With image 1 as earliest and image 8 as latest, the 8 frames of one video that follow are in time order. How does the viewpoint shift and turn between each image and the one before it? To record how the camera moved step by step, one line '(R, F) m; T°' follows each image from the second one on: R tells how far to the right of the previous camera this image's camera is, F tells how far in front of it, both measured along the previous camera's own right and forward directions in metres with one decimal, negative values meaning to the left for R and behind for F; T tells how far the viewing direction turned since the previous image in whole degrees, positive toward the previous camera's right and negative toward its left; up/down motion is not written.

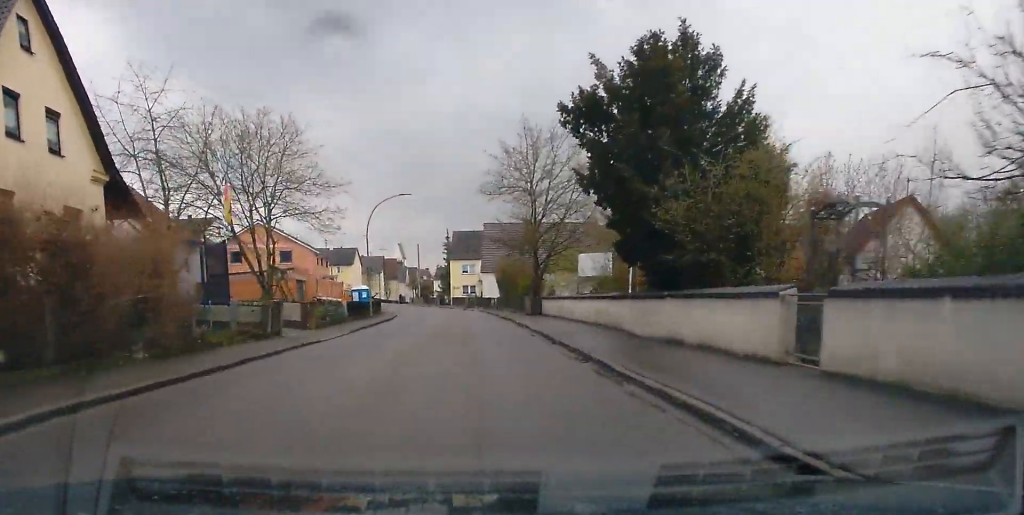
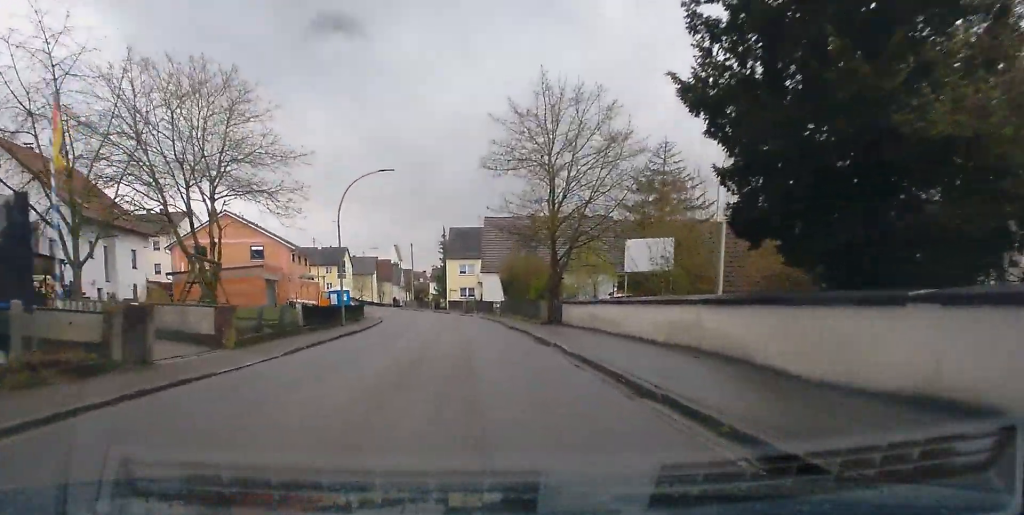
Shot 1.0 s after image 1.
(0.0, +10.9) m; 0°
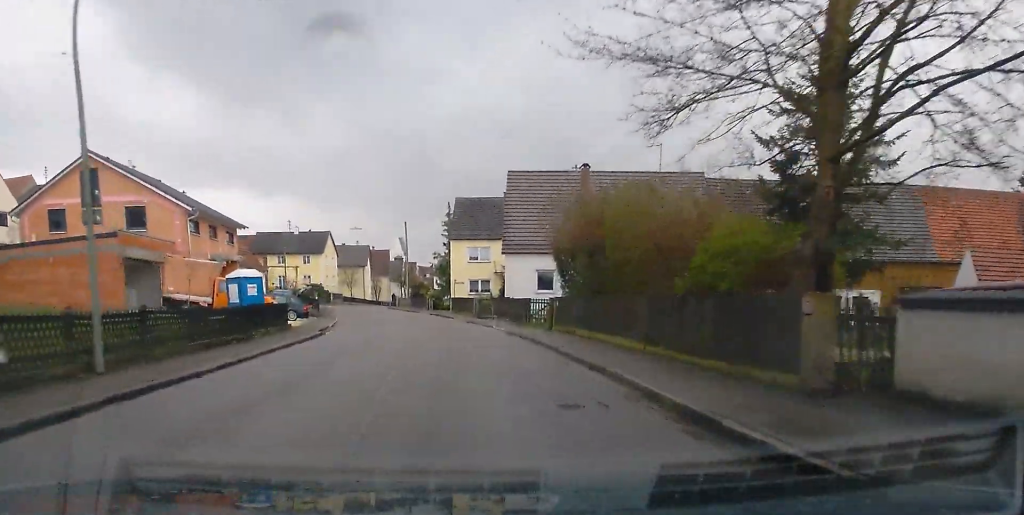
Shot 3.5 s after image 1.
(-0.4, +27.5) m; -3°
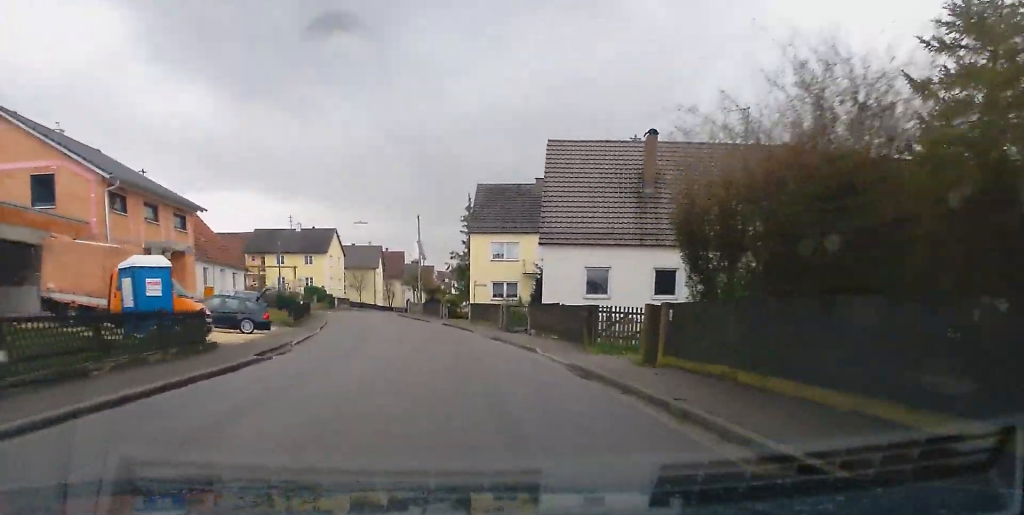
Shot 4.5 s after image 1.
(-0.2, +11.6) m; -2°
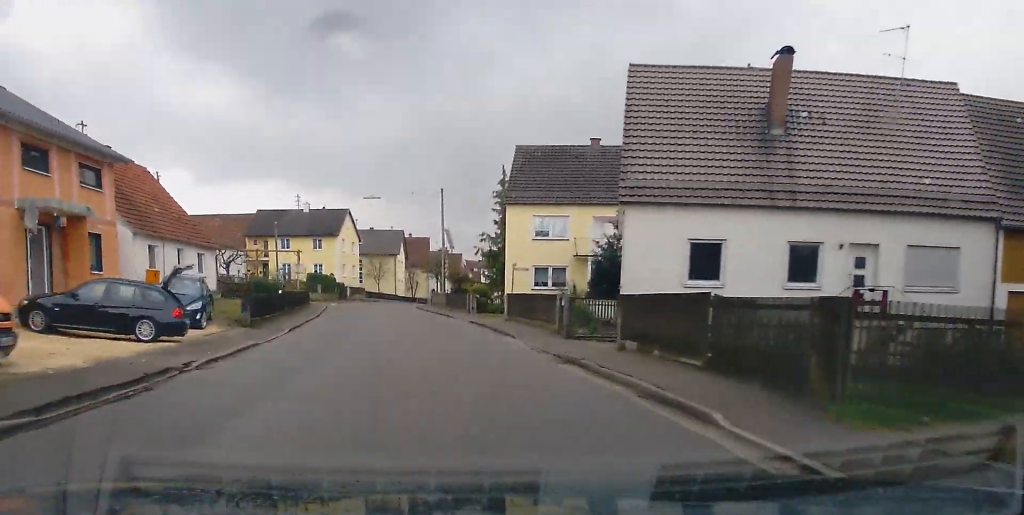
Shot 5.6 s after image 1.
(-0.1, +11.6) m; -2°
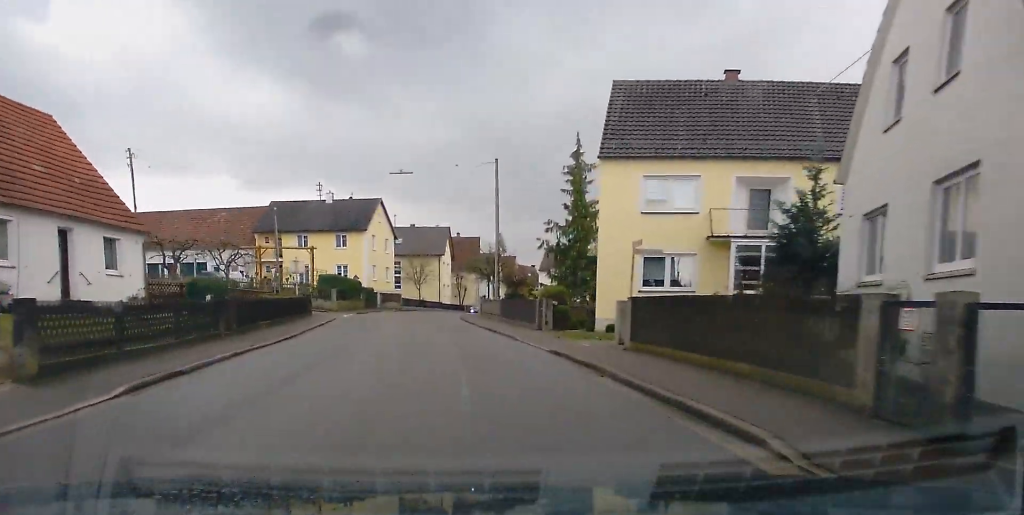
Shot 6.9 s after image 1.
(-0.6, +15.3) m; -1°
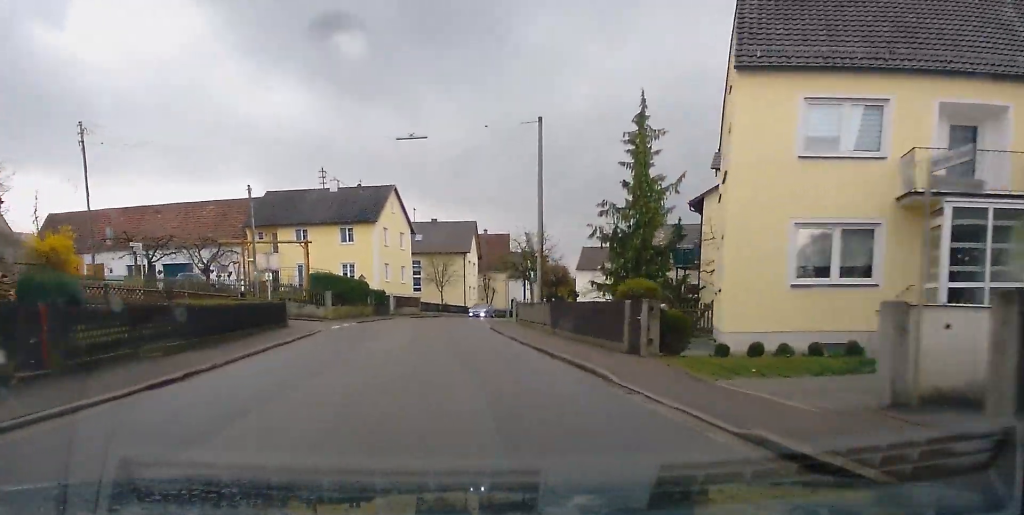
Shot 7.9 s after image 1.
(-0.1, +10.7) m; 0°
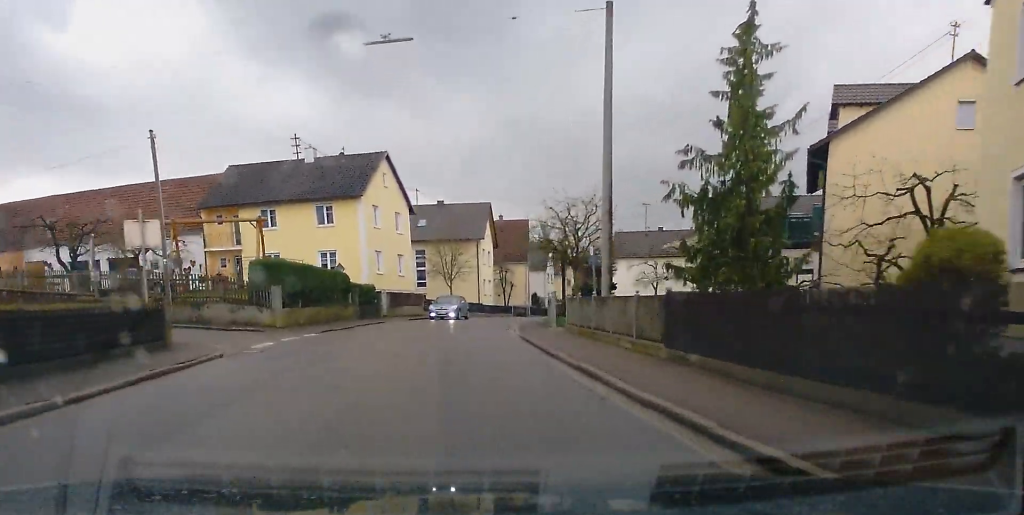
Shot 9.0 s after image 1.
(+0.1, +13.5) m; 0°
